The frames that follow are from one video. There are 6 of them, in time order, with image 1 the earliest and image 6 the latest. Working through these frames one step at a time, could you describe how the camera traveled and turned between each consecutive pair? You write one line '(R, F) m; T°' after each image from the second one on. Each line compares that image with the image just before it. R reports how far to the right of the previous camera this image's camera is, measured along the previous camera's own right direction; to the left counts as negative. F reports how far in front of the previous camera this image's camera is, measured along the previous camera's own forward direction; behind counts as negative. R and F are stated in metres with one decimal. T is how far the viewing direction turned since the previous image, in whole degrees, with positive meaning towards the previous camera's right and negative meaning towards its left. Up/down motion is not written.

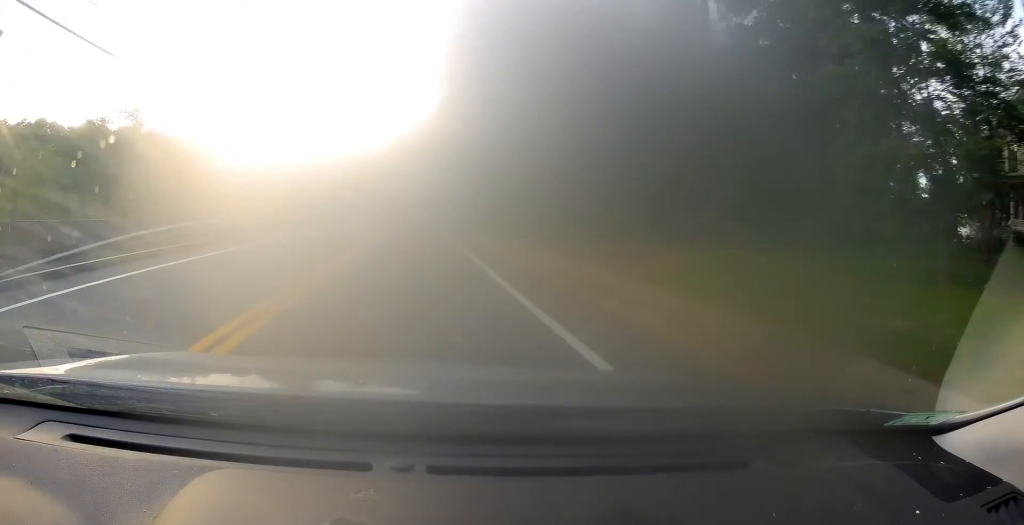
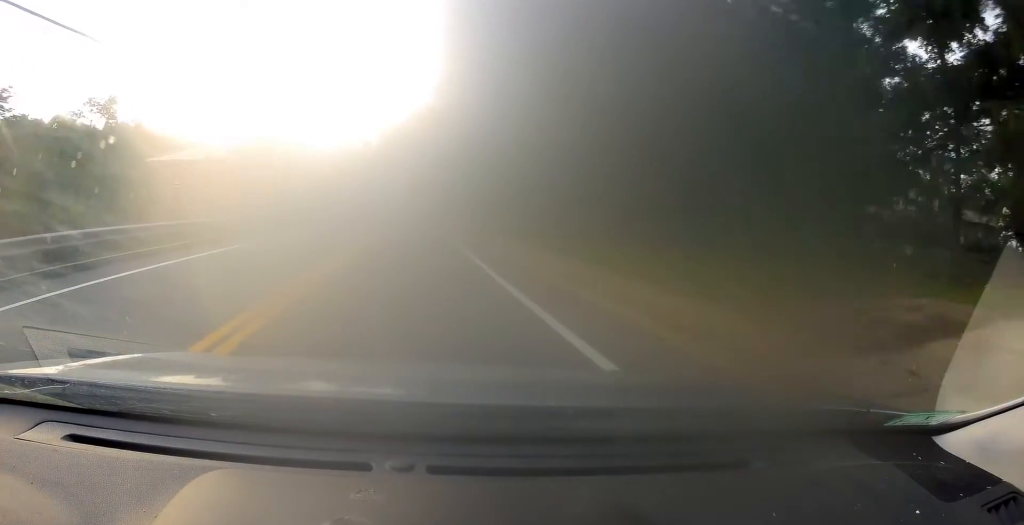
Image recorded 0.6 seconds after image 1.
(-0.1, +10.9) m; +1°
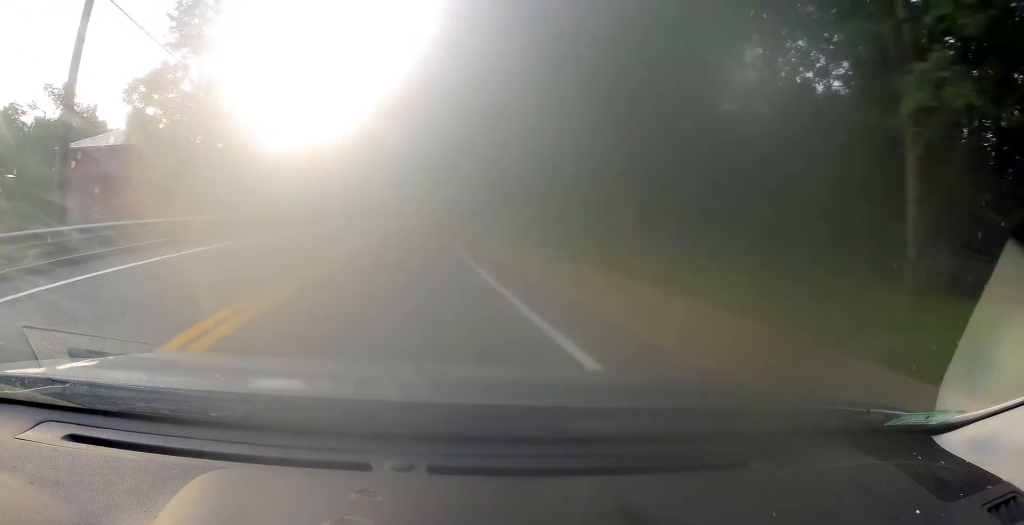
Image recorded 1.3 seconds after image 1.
(+0.6, +13.5) m; +2°
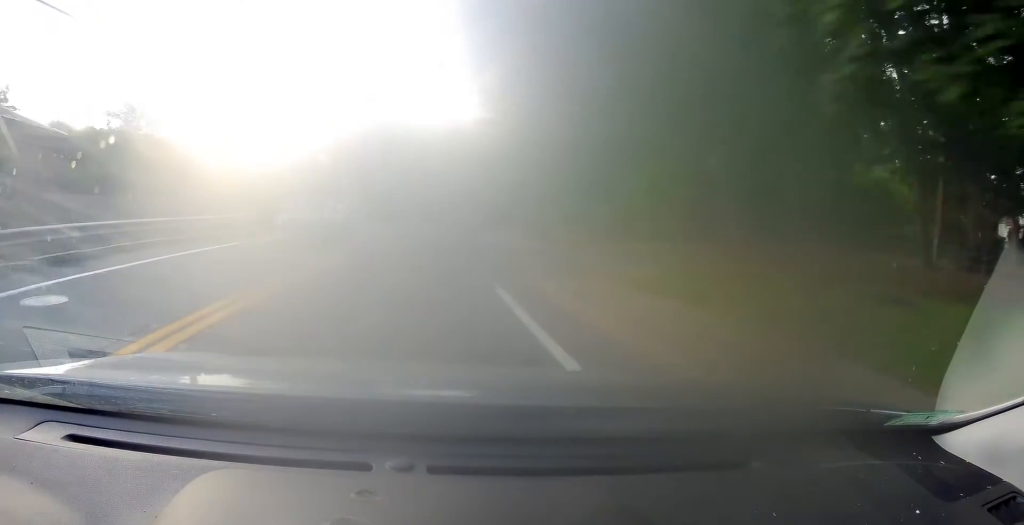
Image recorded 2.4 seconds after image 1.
(+0.2, +21.8) m; +3°
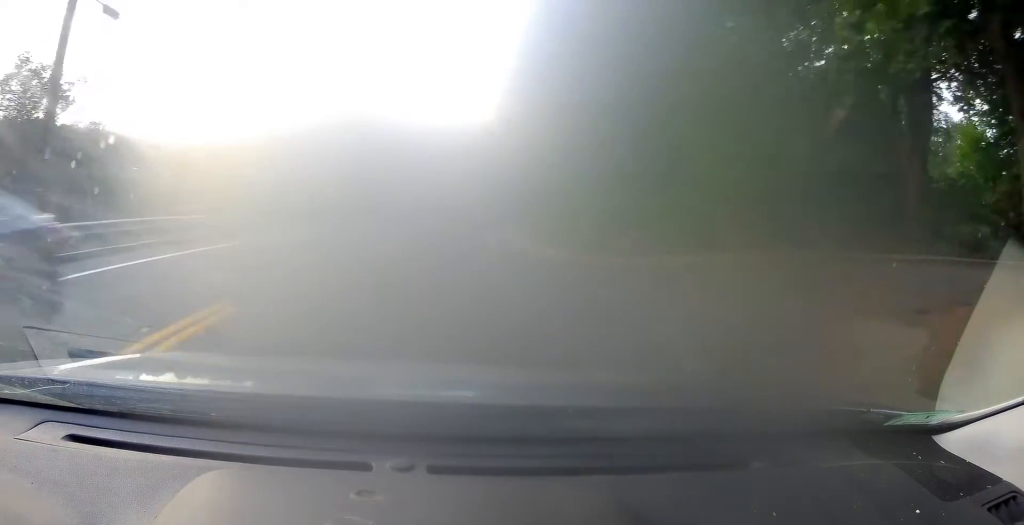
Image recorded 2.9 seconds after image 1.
(+0.4, +8.9) m; +3°
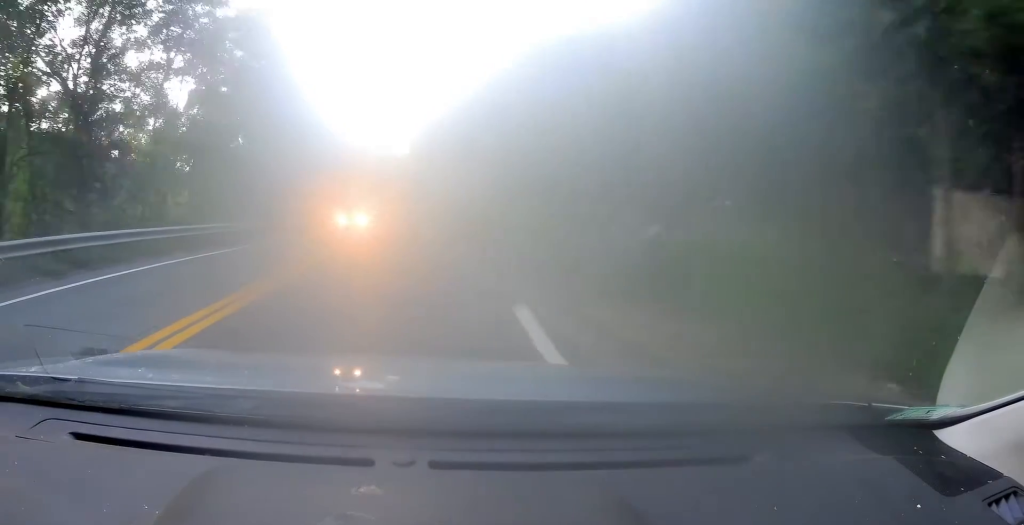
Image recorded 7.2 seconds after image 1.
(+14.6, +81.3) m; +17°
